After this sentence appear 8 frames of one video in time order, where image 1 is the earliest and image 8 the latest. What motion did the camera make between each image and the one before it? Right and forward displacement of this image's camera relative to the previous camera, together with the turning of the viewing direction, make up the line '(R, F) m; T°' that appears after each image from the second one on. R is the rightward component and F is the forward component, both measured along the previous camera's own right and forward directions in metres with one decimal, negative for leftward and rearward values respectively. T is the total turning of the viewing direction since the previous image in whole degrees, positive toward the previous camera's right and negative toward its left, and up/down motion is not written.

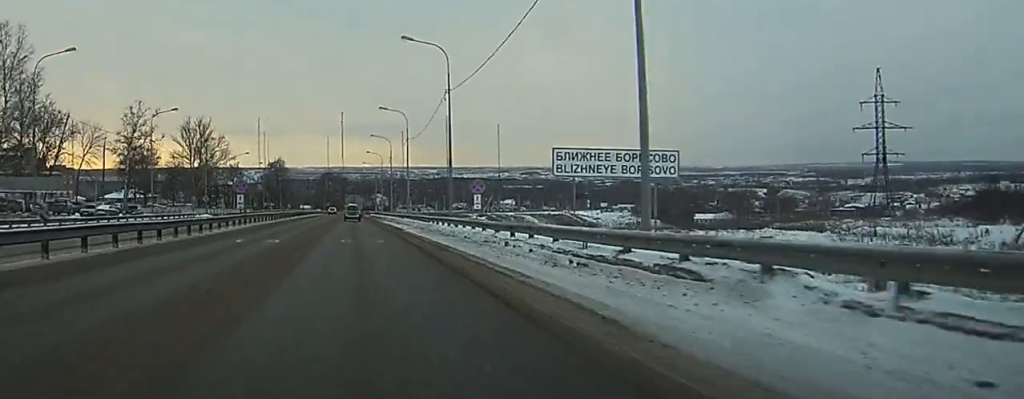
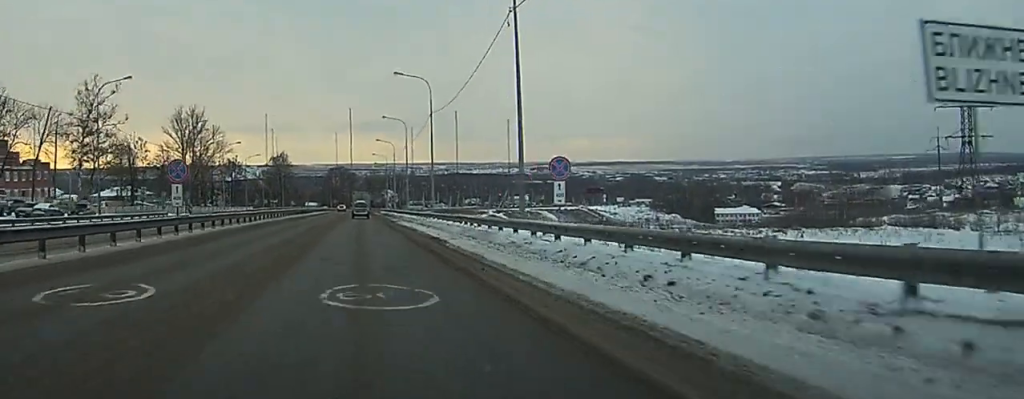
(-0.2, +21.3) m; -1°
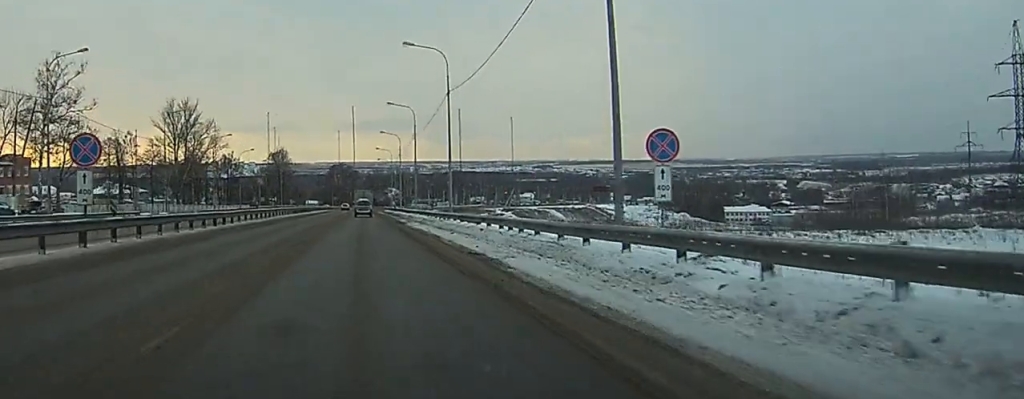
(0.0, +12.6) m; 0°
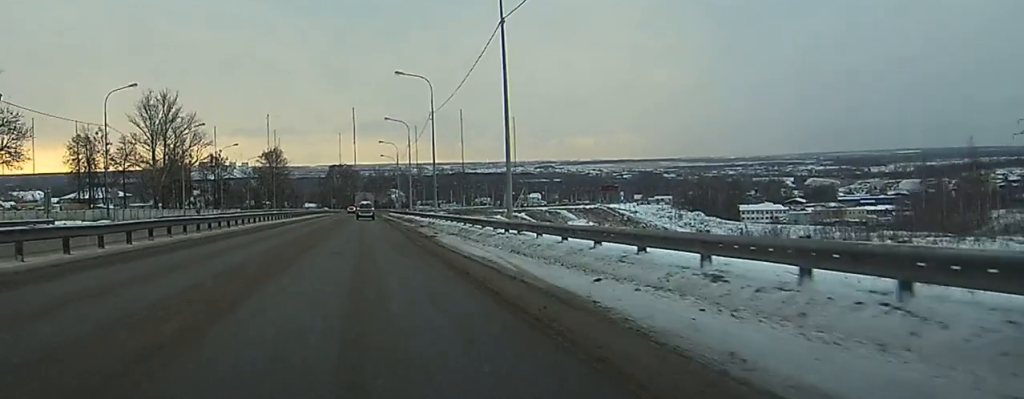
(-0.1, +22.7) m; 0°
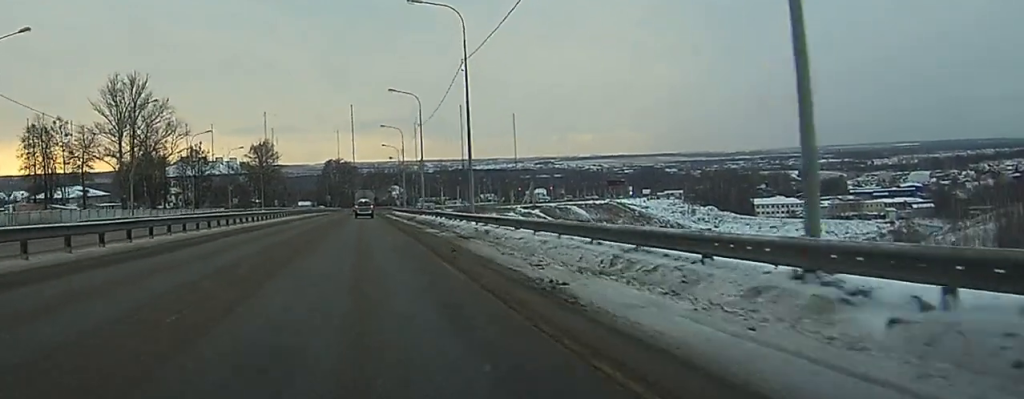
(0.0, +23.6) m; 0°
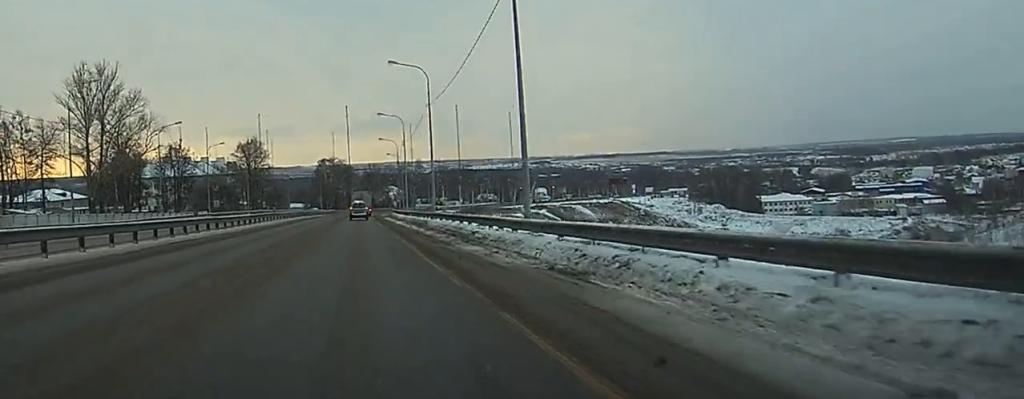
(0.0, +16.0) m; 0°
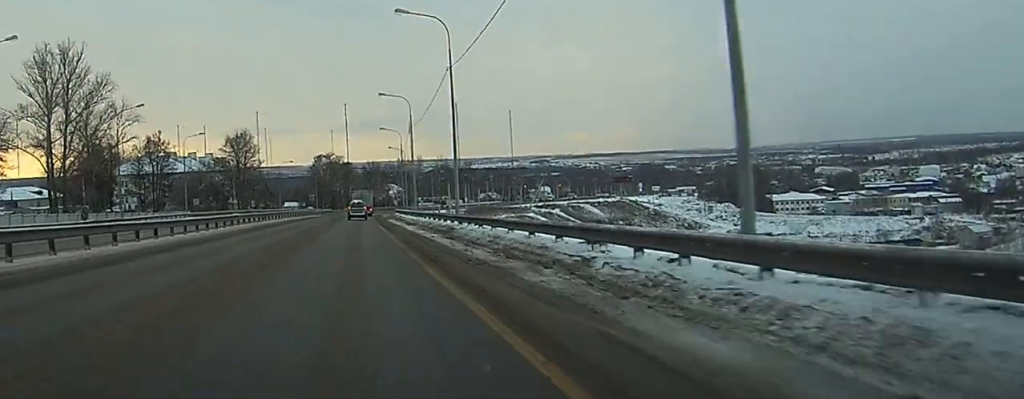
(0.0, +16.6) m; 0°
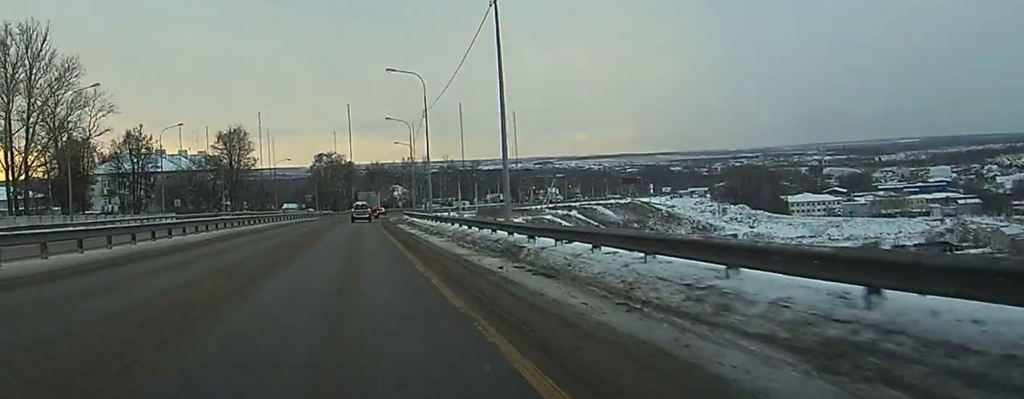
(0.0, +15.3) m; 0°
